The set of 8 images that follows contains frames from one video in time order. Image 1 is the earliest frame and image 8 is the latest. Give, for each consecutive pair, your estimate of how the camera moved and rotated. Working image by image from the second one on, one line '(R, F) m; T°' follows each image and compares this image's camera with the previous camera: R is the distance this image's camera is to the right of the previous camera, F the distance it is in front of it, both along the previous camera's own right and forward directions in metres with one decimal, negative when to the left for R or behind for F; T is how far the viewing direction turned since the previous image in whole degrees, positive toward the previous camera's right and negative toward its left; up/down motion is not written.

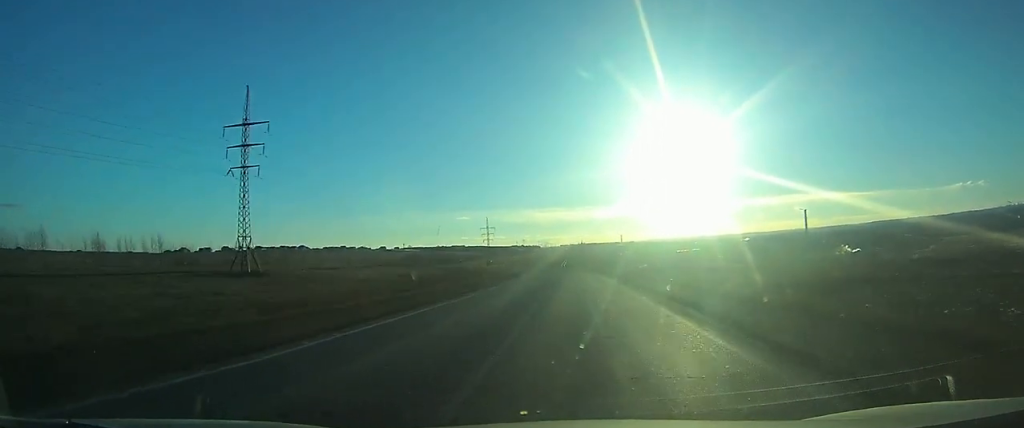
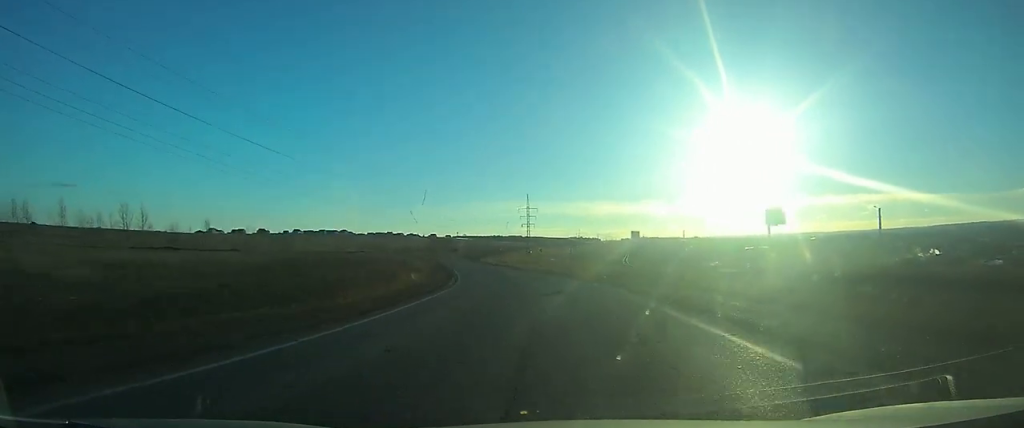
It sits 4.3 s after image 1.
(-3.2, +79.6) m; -7°
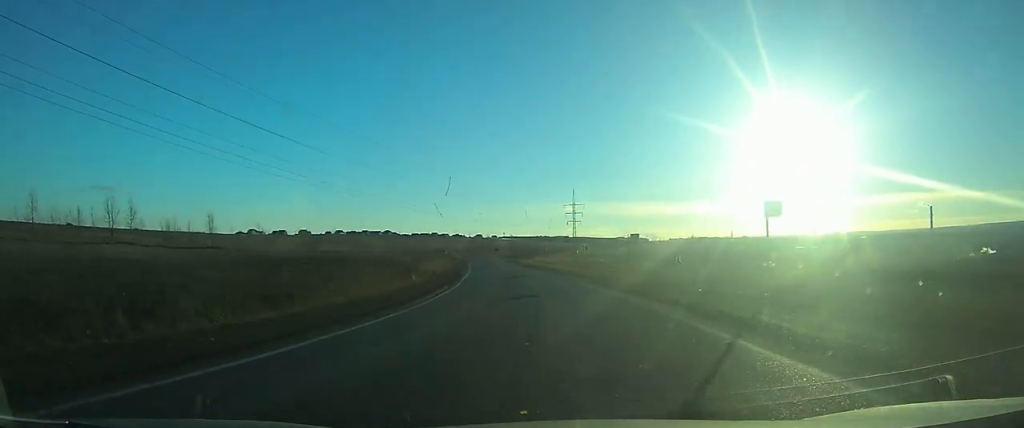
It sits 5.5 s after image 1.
(-0.5, +18.9) m; -3°
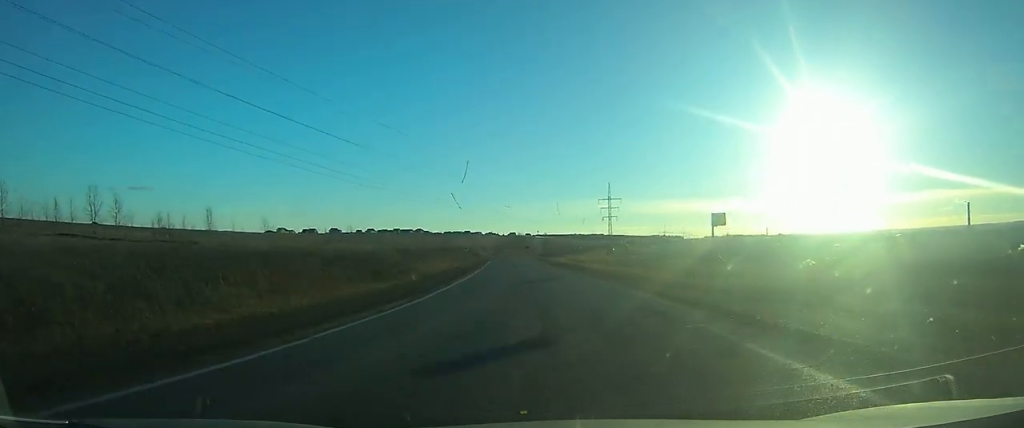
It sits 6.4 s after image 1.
(-0.4, +13.7) m; -2°
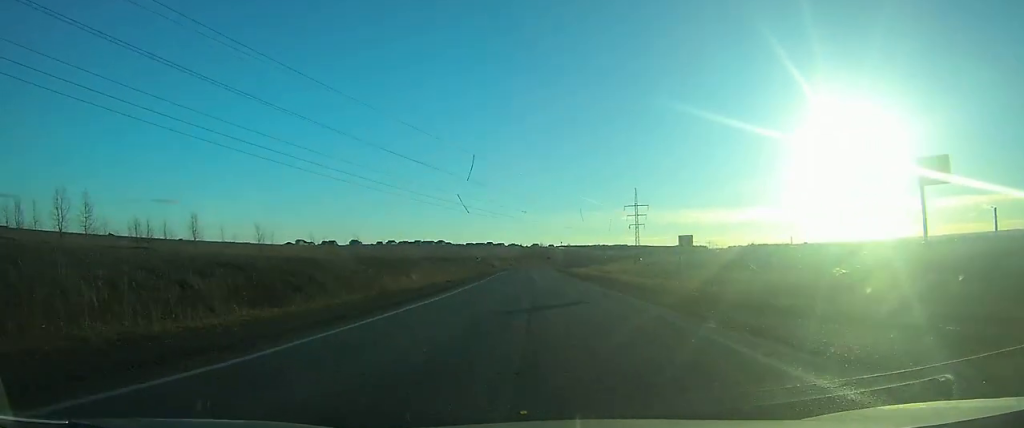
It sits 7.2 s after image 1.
(-0.4, +12.7) m; -2°
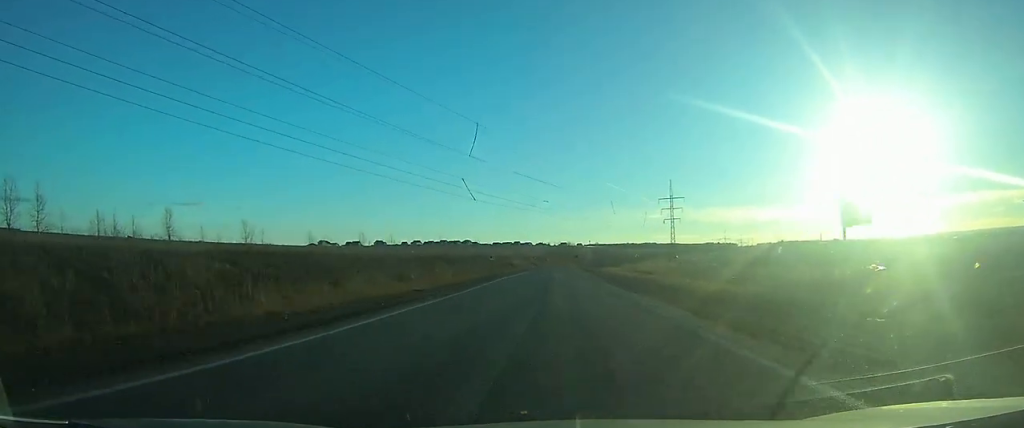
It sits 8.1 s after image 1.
(-0.2, +15.3) m; -2°
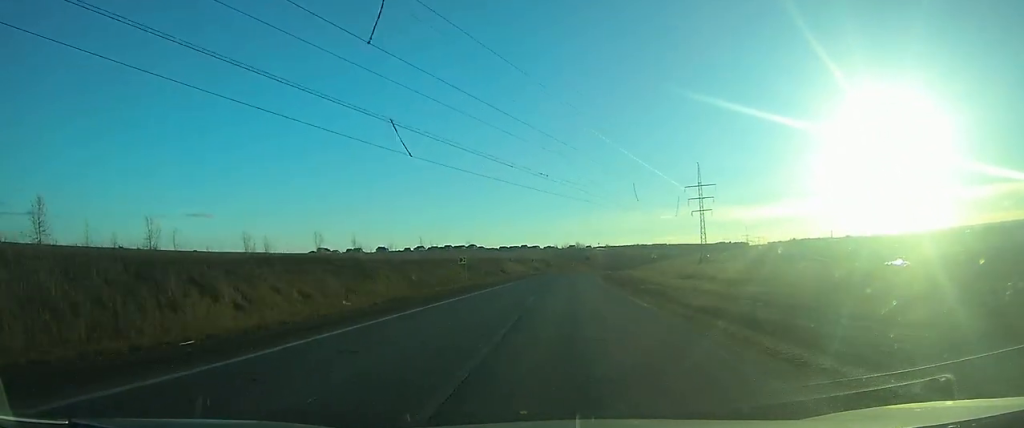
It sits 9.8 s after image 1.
(-0.6, +29.9) m; -2°
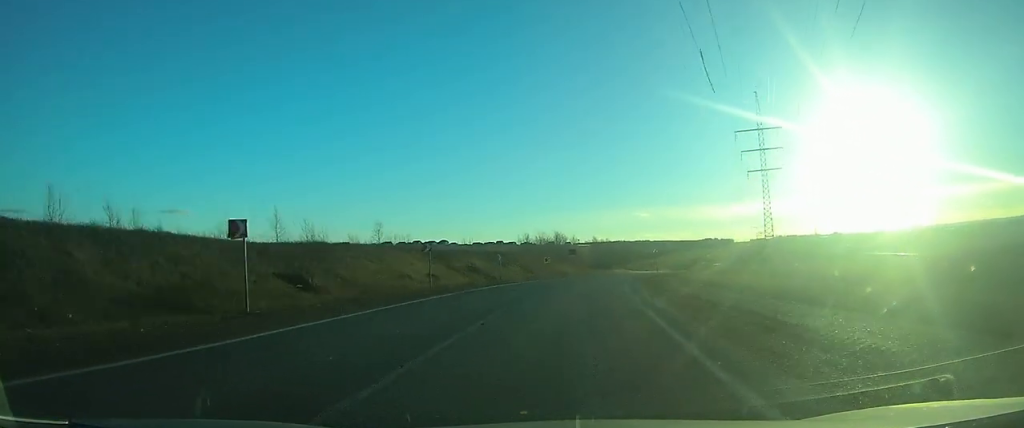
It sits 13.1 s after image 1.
(+0.1, +60.5) m; +2°
